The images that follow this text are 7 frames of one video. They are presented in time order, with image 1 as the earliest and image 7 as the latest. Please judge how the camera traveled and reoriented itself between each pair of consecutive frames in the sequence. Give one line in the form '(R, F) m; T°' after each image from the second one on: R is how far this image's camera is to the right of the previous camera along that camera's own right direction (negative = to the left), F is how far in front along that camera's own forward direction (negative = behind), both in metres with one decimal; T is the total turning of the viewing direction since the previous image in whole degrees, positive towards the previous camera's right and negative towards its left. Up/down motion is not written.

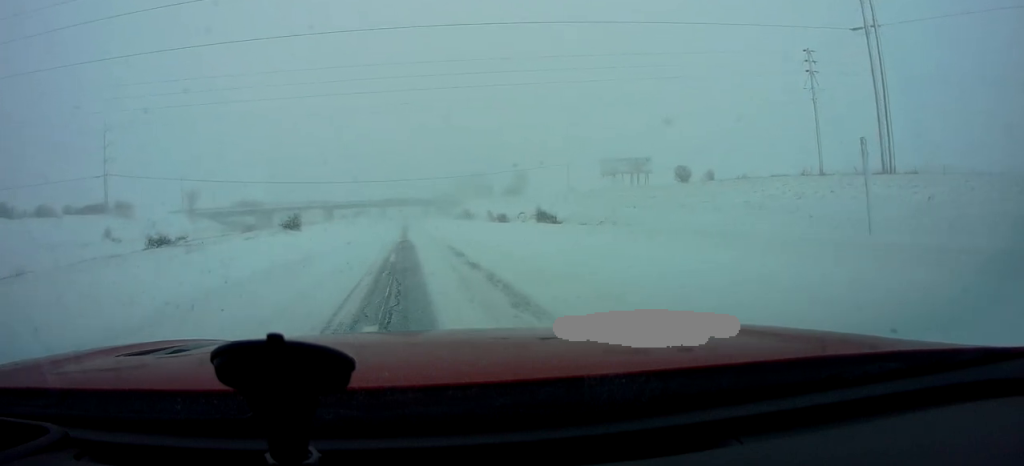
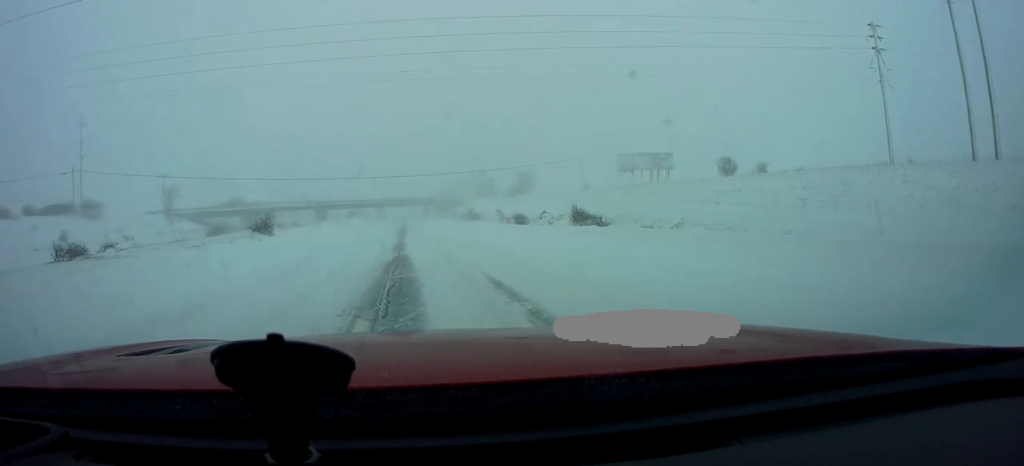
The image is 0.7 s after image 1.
(+0.3, +11.6) m; -1°
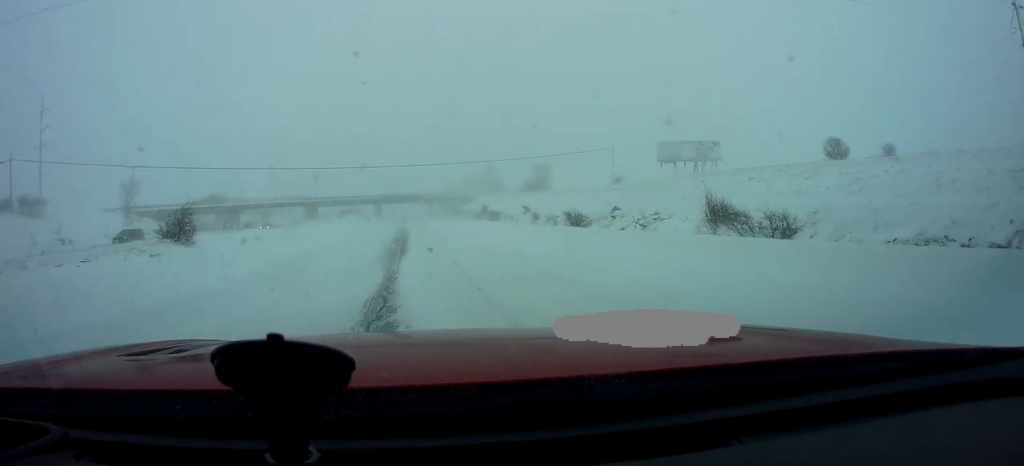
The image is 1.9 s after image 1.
(-0.5, +18.8) m; 0°
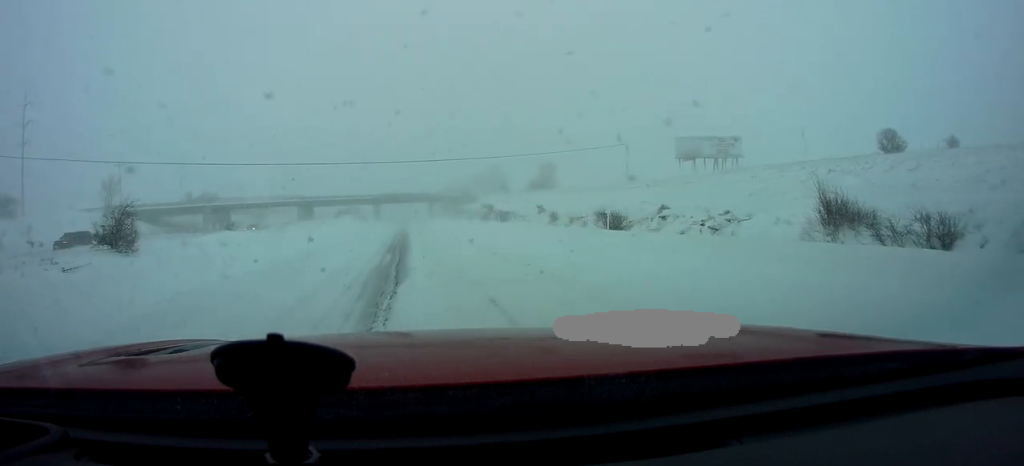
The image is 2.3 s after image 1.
(+0.3, +7.0) m; 0°
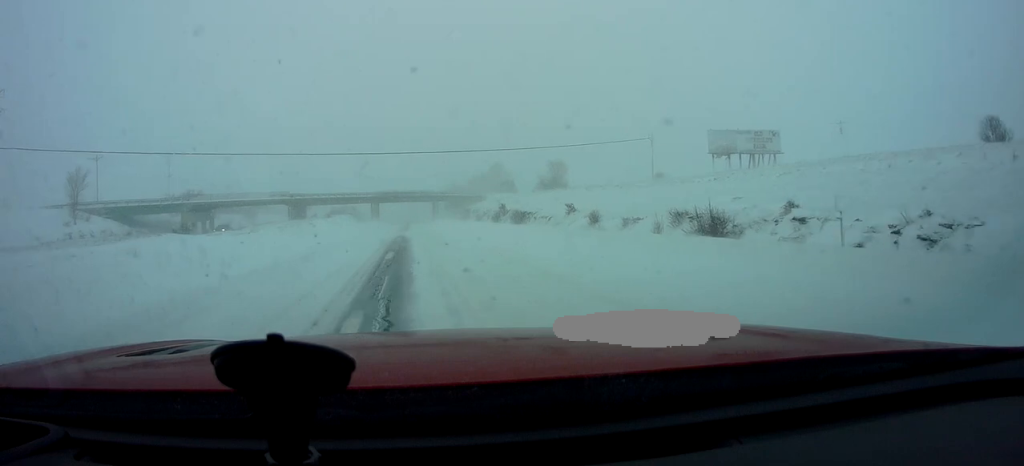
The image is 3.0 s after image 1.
(0.0, +10.8) m; 0°
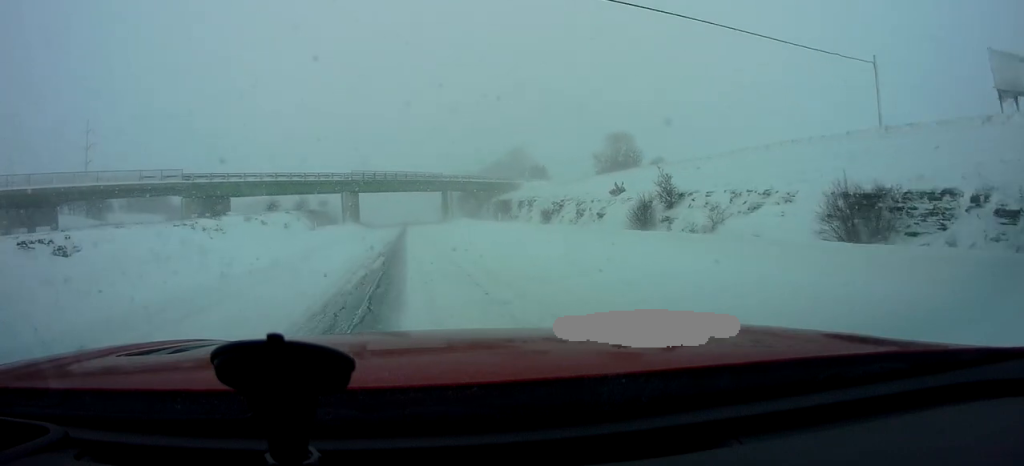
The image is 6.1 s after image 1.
(-0.5, +51.3) m; -1°
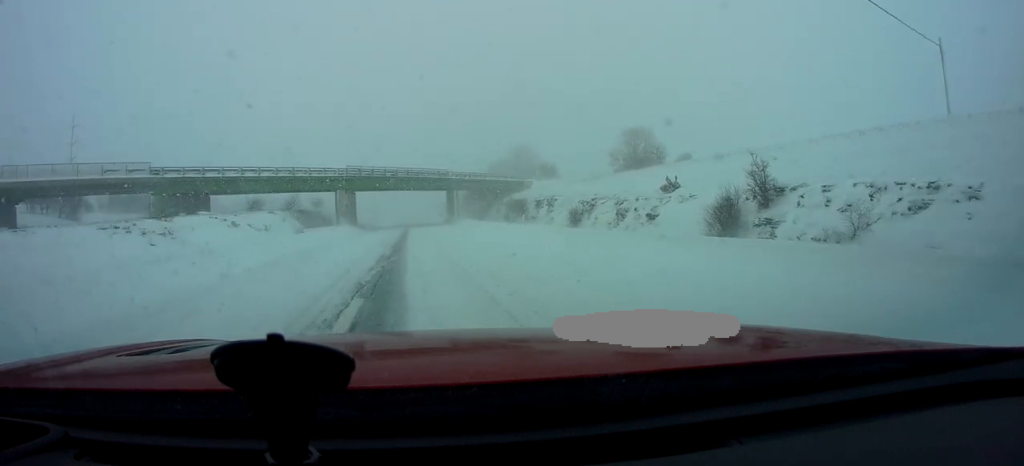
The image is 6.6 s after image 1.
(+0.2, +8.2) m; 0°
